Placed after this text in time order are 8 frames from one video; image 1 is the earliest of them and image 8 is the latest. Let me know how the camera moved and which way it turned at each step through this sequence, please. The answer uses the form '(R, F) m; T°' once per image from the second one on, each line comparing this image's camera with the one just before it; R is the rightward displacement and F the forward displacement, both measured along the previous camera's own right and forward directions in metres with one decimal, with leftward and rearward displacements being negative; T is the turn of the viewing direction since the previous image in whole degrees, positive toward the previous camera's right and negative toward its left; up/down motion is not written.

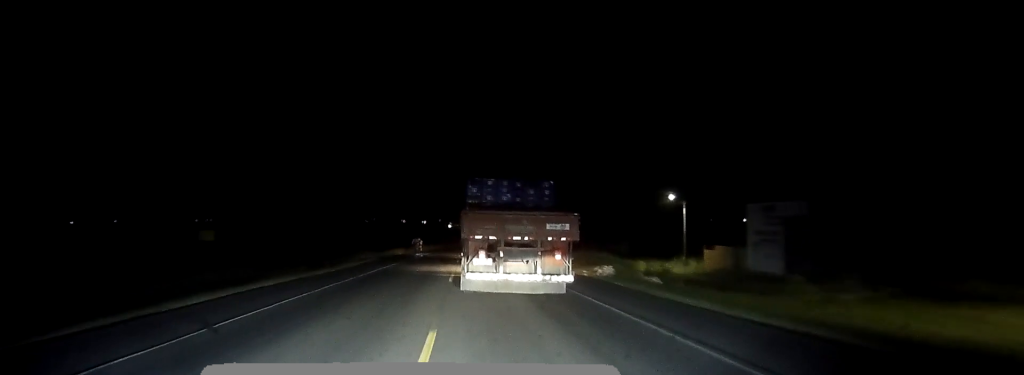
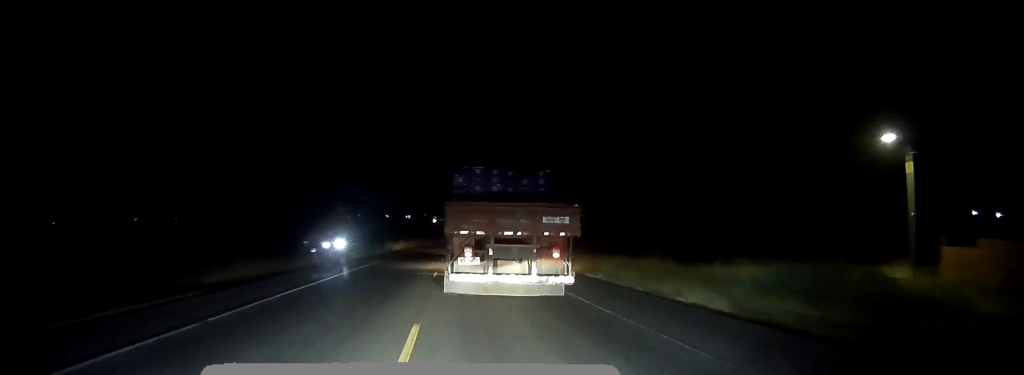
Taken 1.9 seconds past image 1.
(+0.3, +35.8) m; +1°
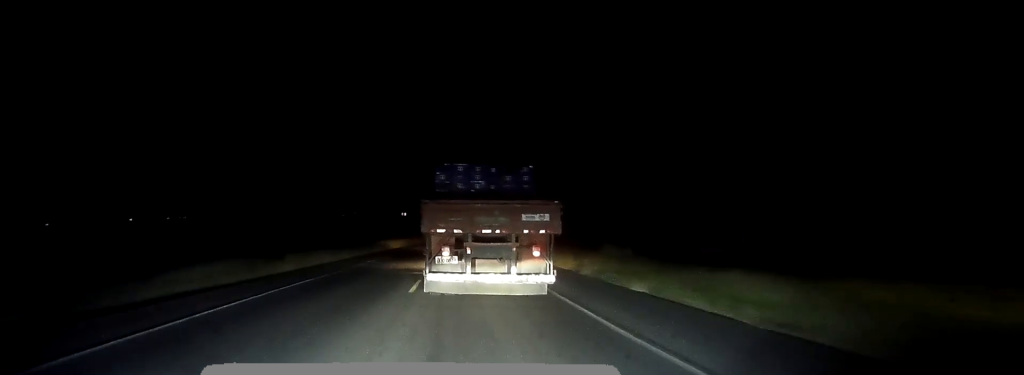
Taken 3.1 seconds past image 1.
(+0.1, +22.8) m; 0°
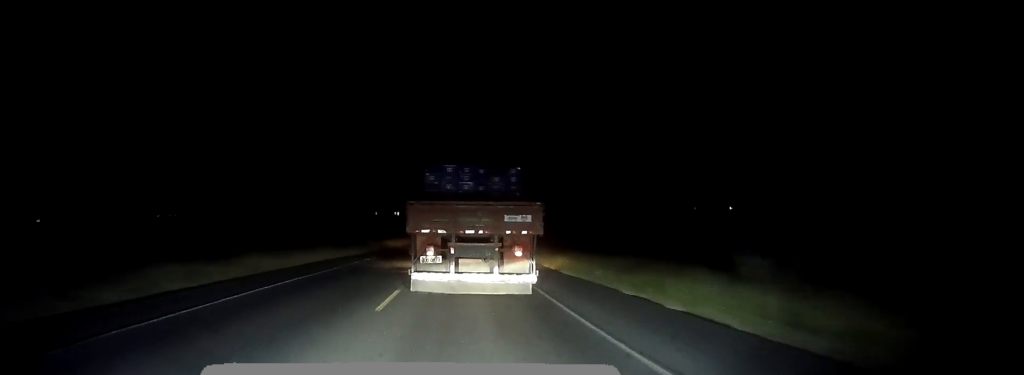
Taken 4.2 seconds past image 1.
(0.0, +20.9) m; 0°
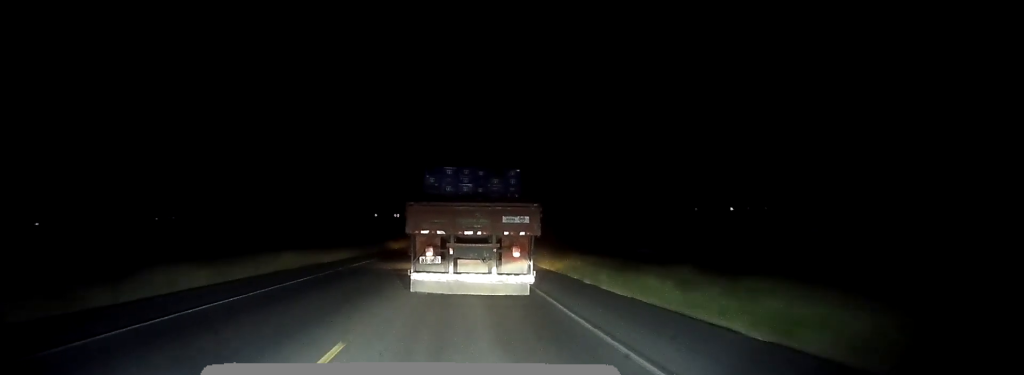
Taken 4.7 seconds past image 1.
(0.0, +8.1) m; 0°
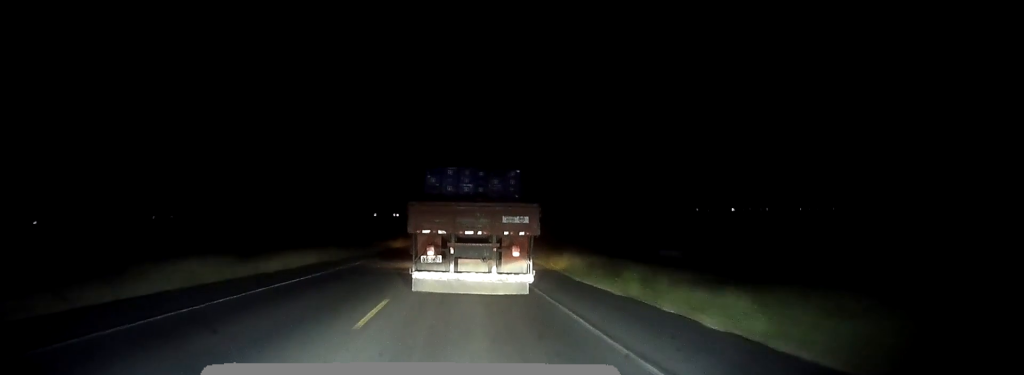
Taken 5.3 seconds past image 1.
(+0.1, +11.0) m; 0°
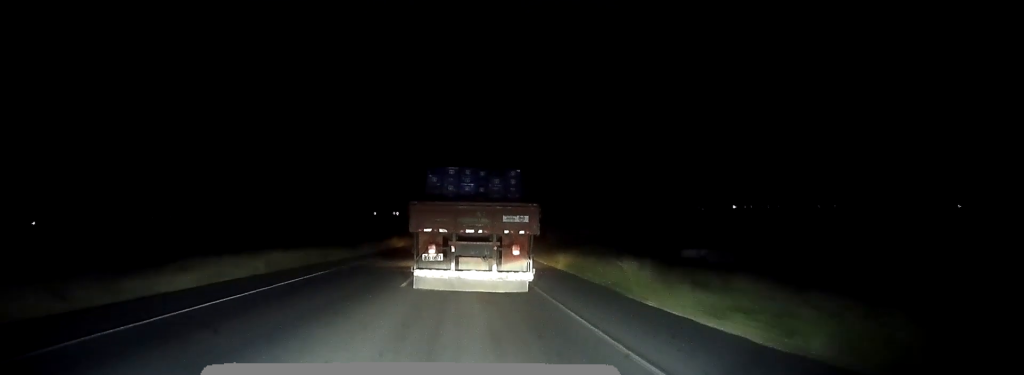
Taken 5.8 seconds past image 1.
(0.0, +9.6) m; 0°
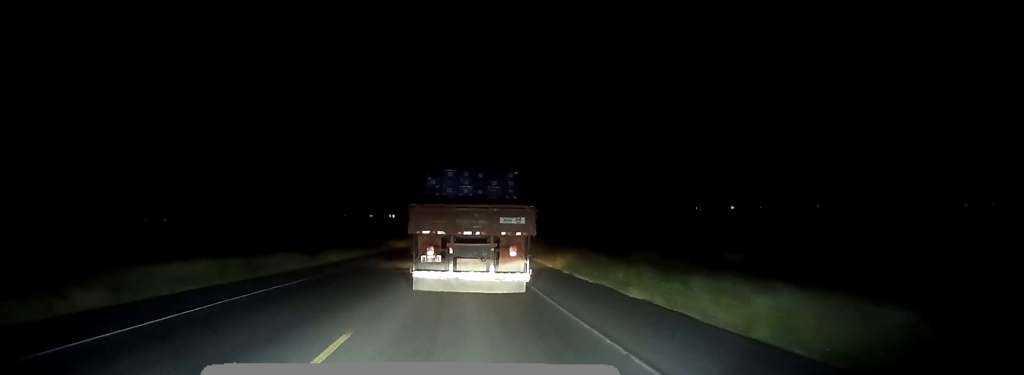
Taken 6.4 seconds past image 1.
(-0.1, +11.8) m; 0°
